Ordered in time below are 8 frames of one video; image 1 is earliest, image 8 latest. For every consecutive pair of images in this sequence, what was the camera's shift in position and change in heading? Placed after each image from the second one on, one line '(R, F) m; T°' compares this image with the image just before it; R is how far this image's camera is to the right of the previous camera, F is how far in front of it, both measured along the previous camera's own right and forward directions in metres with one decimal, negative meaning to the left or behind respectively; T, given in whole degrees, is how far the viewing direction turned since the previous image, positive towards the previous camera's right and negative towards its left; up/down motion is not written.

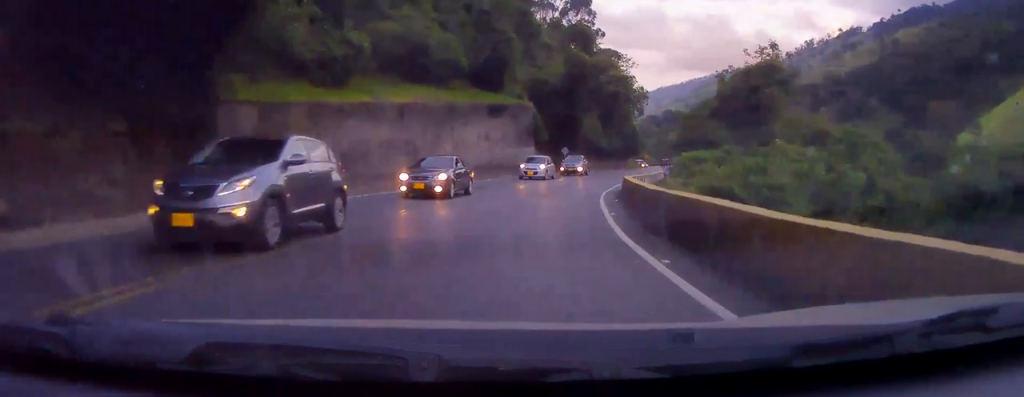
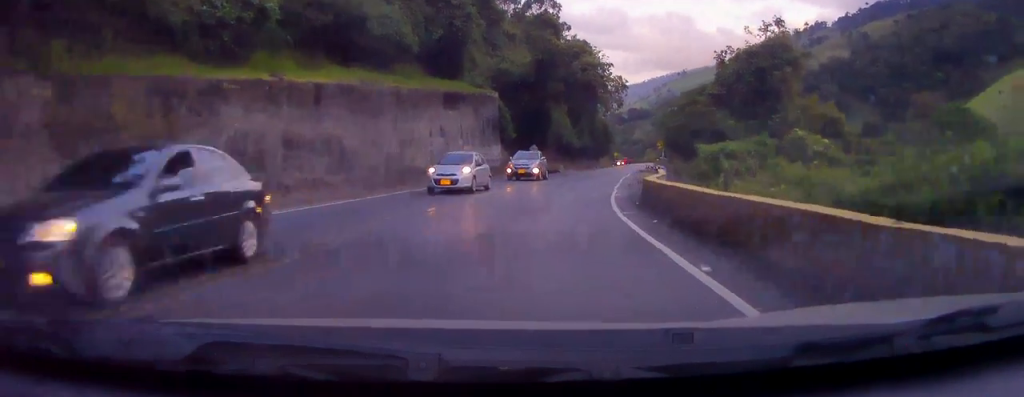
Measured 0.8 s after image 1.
(+0.6, +9.8) m; +3°
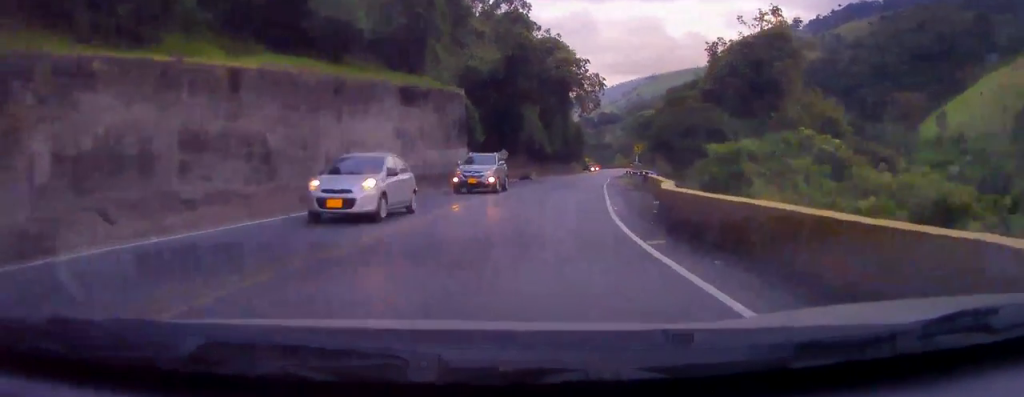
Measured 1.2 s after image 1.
(+0.1, +5.3) m; +1°
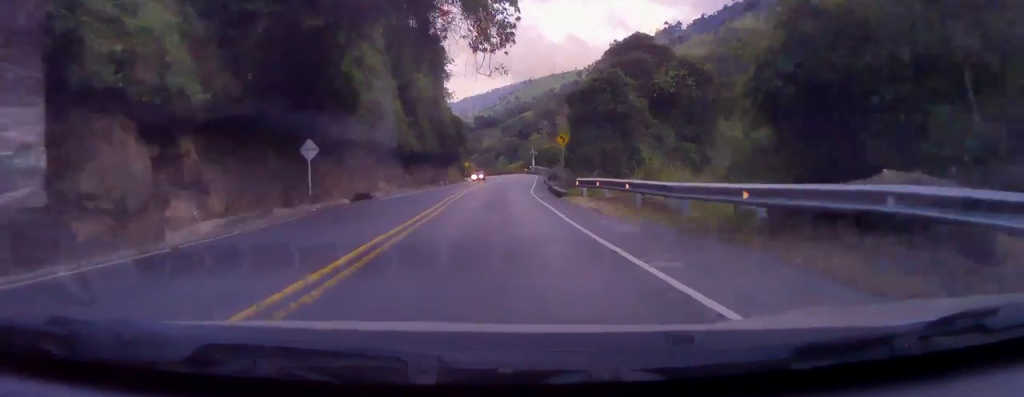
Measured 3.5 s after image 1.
(+1.3, +34.6) m; +8°
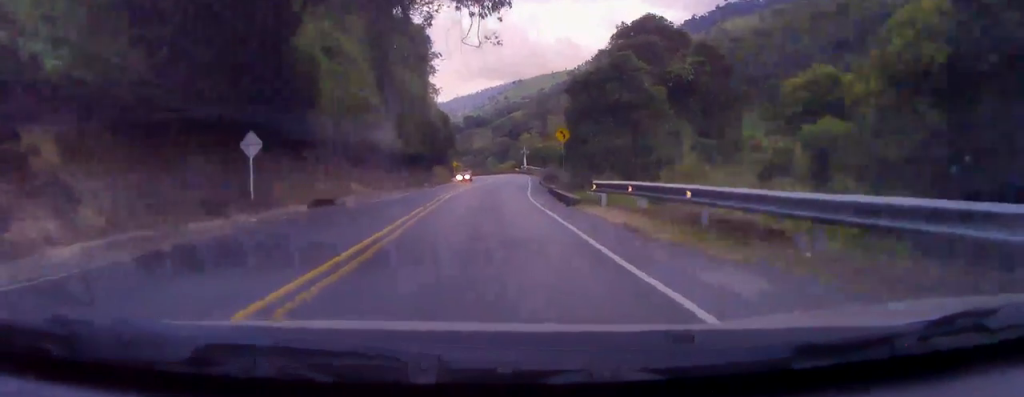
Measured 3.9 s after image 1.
(+0.2, +6.4) m; +3°
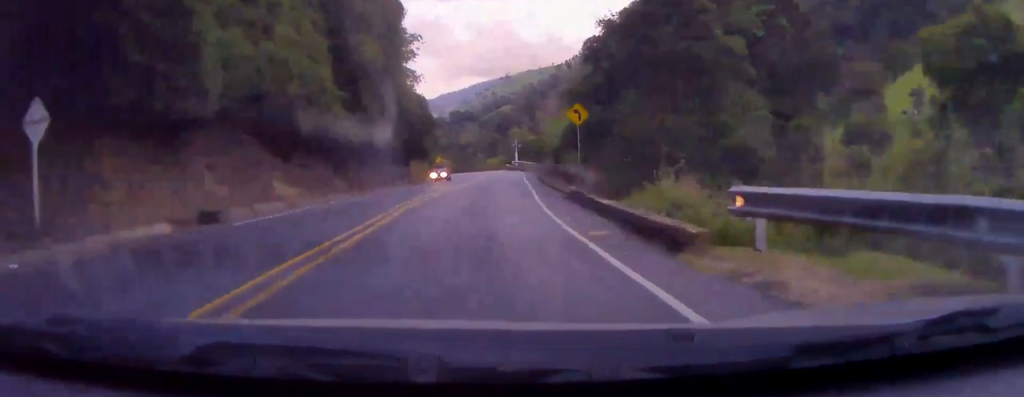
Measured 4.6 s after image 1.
(+0.5, +12.2) m; +2°
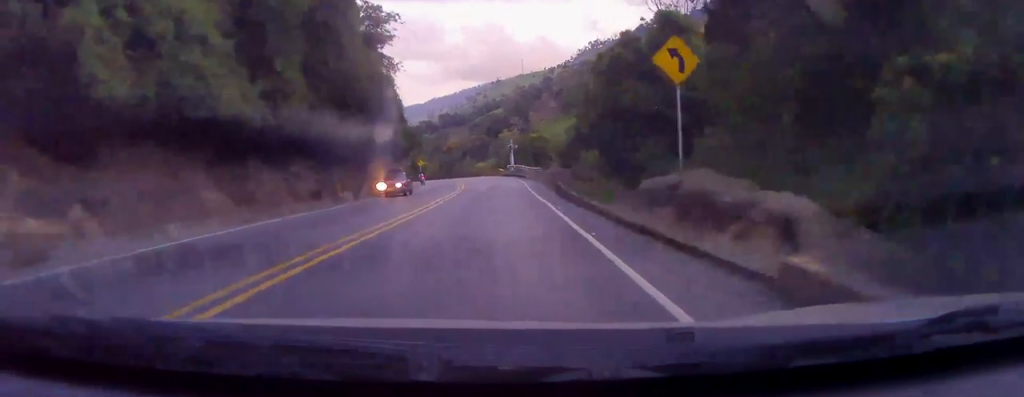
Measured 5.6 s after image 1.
(+0.3, +16.5) m; +2°
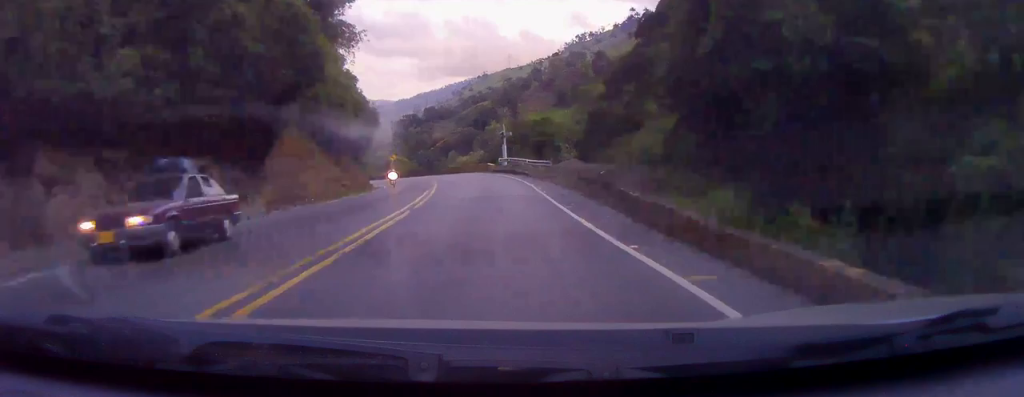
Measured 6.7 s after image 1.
(+0.3, +18.3) m; +1°
